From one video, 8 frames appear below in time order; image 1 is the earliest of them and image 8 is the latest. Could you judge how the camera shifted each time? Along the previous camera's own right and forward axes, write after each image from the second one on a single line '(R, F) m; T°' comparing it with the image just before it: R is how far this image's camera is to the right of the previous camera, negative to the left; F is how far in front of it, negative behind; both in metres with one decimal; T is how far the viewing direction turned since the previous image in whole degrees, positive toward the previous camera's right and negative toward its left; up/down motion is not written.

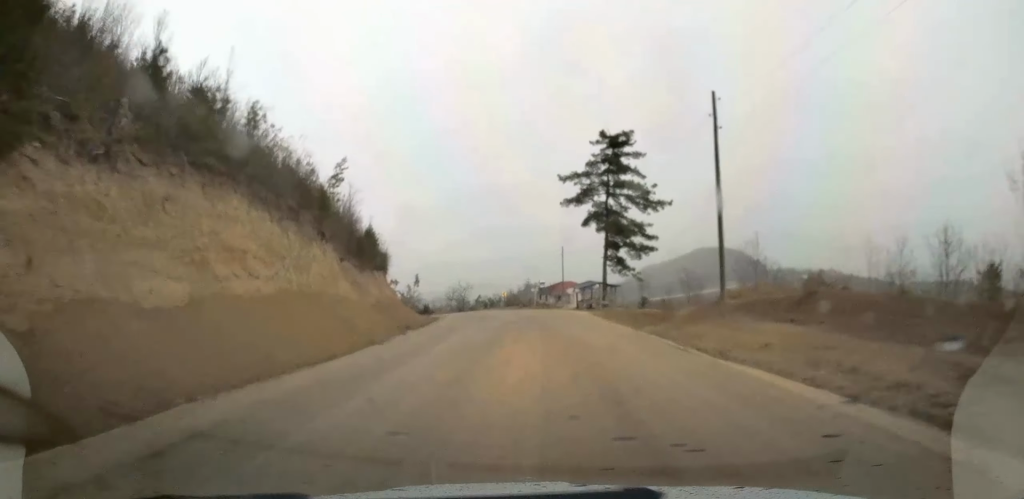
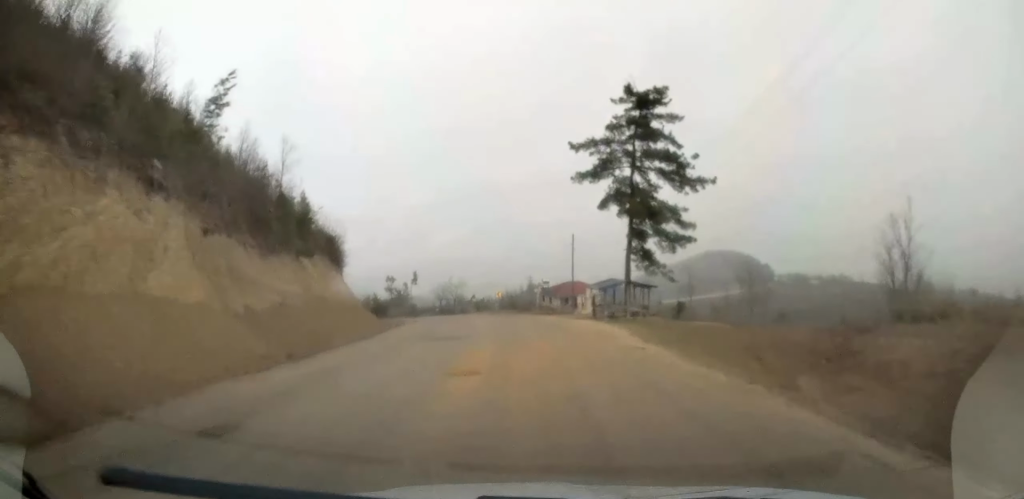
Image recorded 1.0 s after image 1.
(-0.1, +16.5) m; -2°
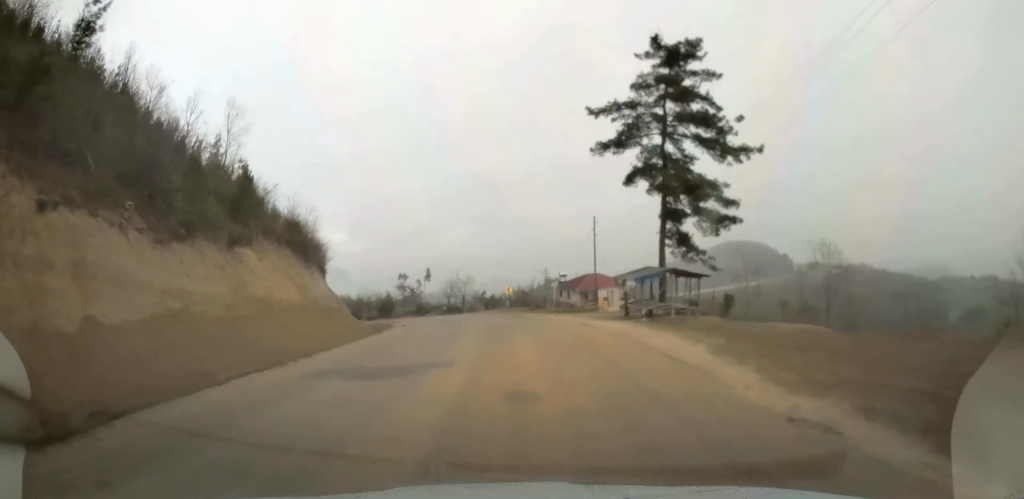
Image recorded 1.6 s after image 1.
(0.0, +9.4) m; -2°
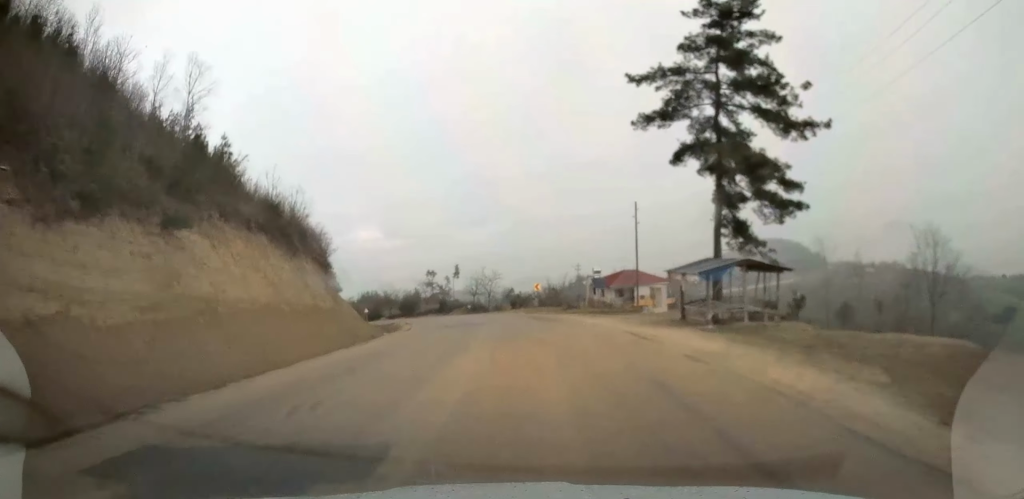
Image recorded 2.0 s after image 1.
(-0.1, +7.1) m; -2°
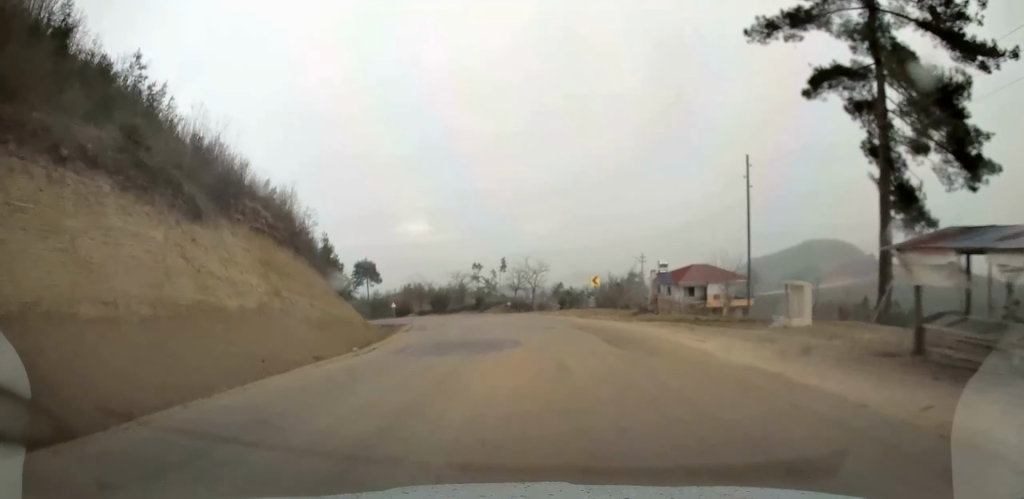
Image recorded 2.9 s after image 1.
(-0.5, +15.3) m; -5°
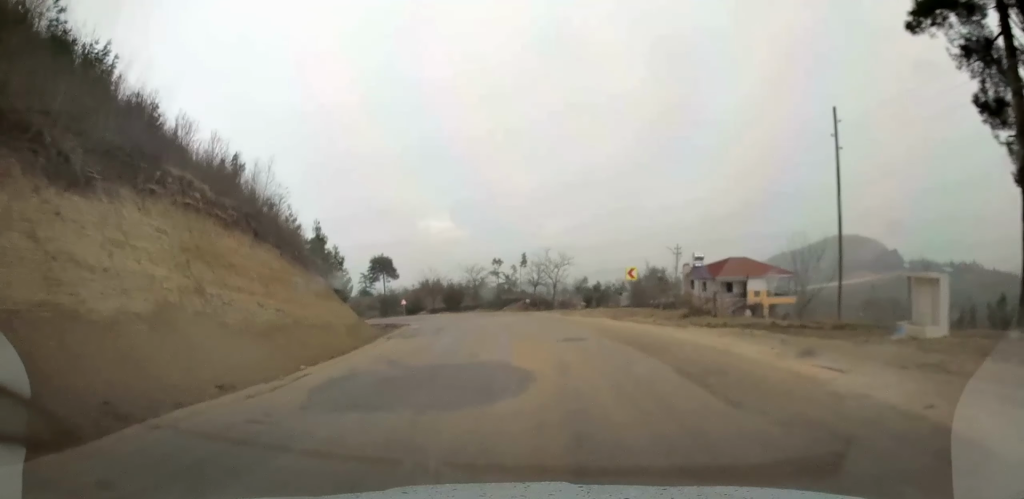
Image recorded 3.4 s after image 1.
(-0.3, +7.5) m; -2°
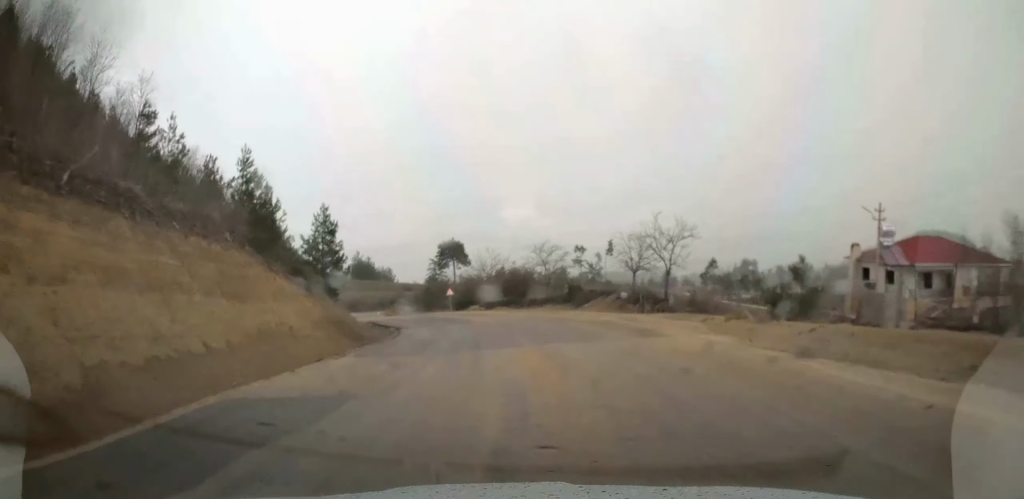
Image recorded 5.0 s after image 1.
(-1.4, +24.7) m; -8°
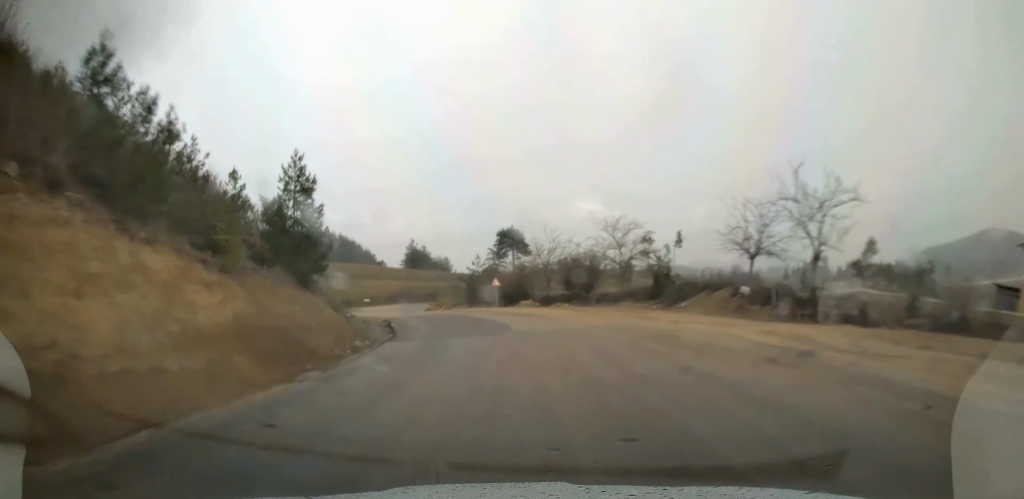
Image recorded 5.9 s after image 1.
(-0.9, +15.1) m; -6°
